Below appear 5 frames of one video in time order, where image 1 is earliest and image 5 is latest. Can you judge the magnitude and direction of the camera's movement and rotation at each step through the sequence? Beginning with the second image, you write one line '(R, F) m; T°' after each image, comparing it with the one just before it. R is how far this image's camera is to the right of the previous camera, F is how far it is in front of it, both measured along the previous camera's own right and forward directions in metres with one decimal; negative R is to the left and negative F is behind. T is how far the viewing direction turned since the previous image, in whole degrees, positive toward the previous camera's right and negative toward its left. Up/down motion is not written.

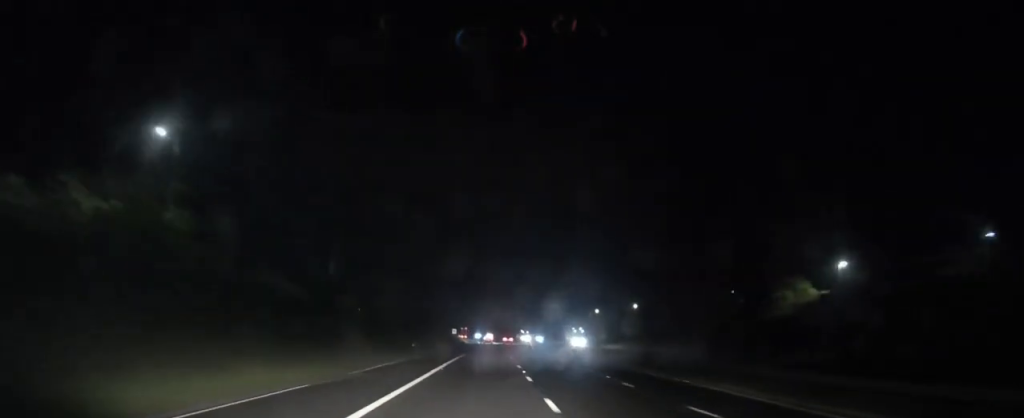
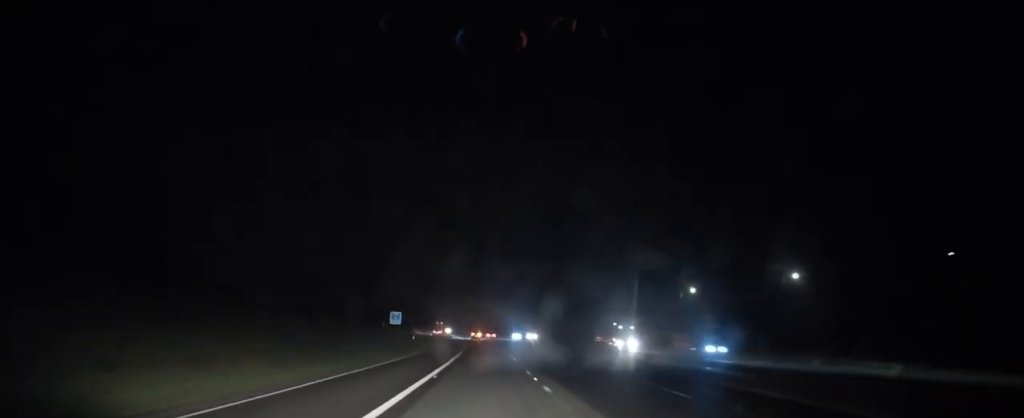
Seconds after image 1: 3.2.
(-0.3, +95.3) m; -1°
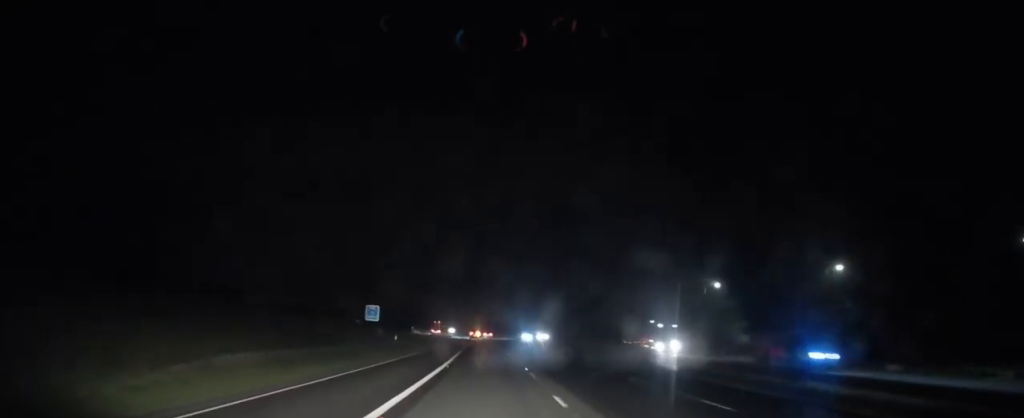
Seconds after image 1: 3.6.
(0.0, +11.6) m; 0°
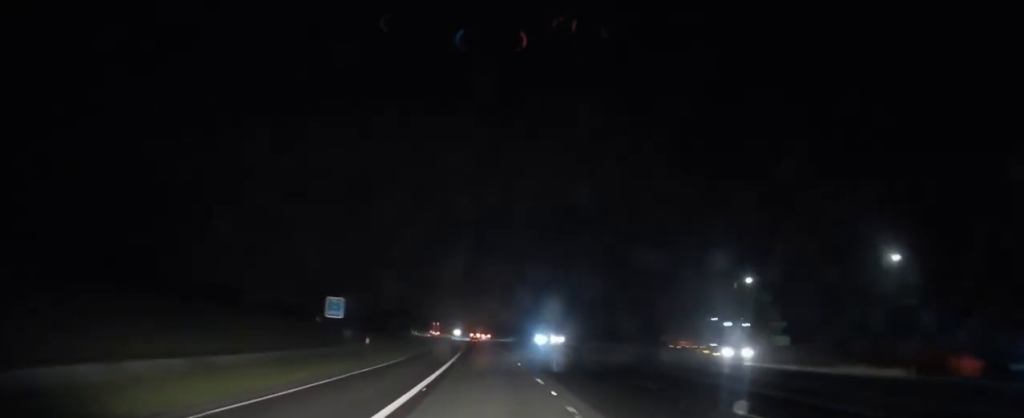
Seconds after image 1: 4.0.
(0.0, +11.4) m; 0°
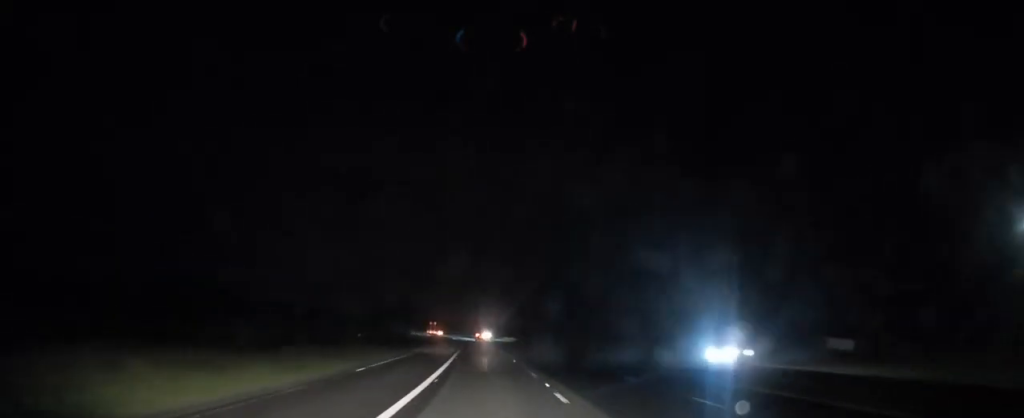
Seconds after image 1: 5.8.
(-0.5, +50.3) m; -1°
